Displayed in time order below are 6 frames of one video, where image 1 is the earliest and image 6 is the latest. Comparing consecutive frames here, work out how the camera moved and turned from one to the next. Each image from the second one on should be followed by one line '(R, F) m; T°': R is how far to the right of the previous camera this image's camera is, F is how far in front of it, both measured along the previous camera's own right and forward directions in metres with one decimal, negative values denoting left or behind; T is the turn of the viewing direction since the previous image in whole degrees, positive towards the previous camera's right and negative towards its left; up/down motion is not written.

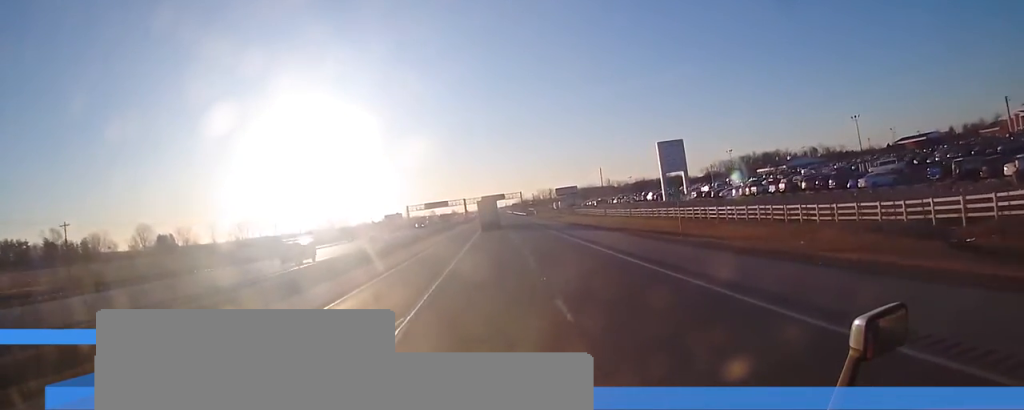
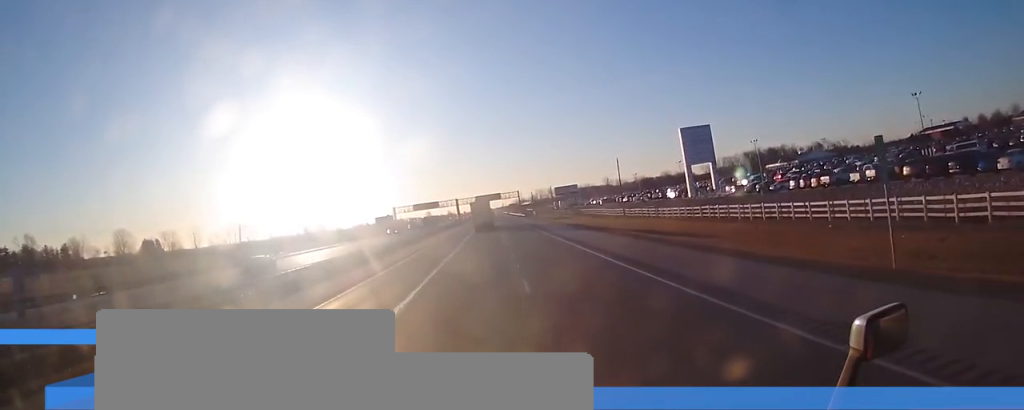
(-0.4, +19.3) m; 0°
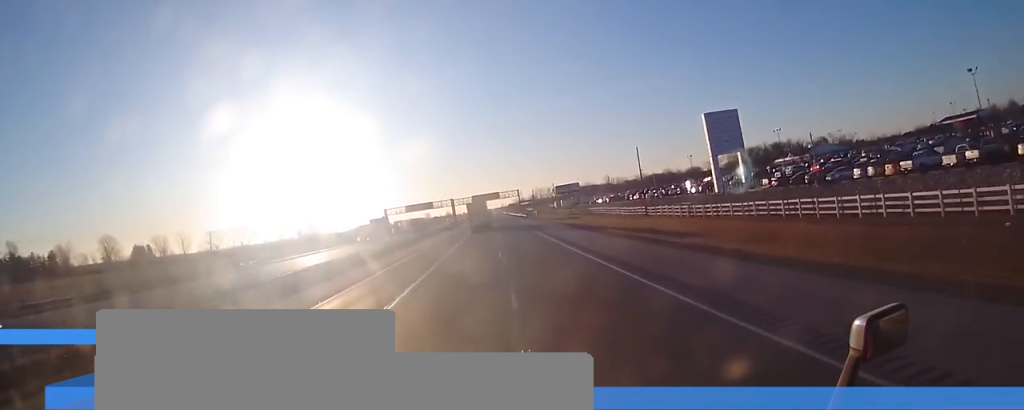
(+0.3, +14.5) m; +1°
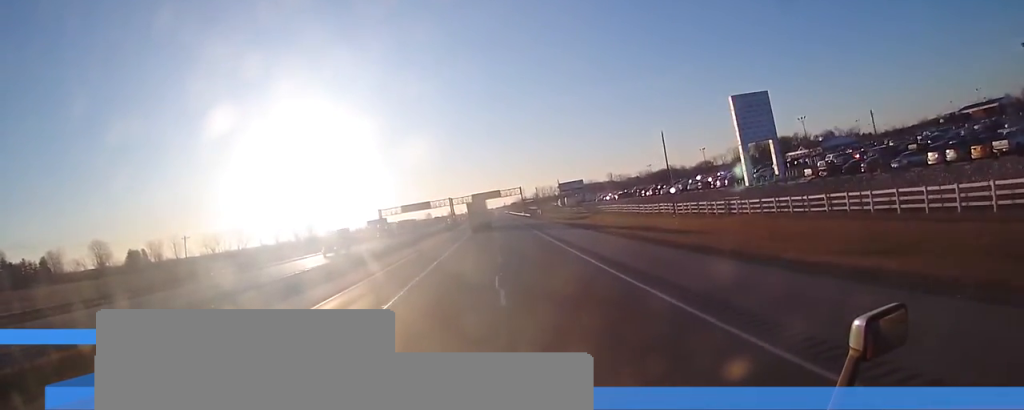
(0.0, +11.2) m; +1°
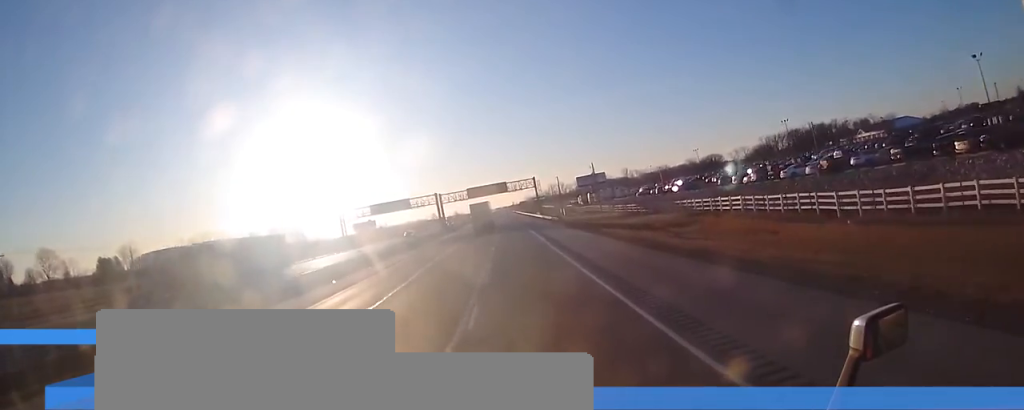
(+0.1, +49.8) m; -1°
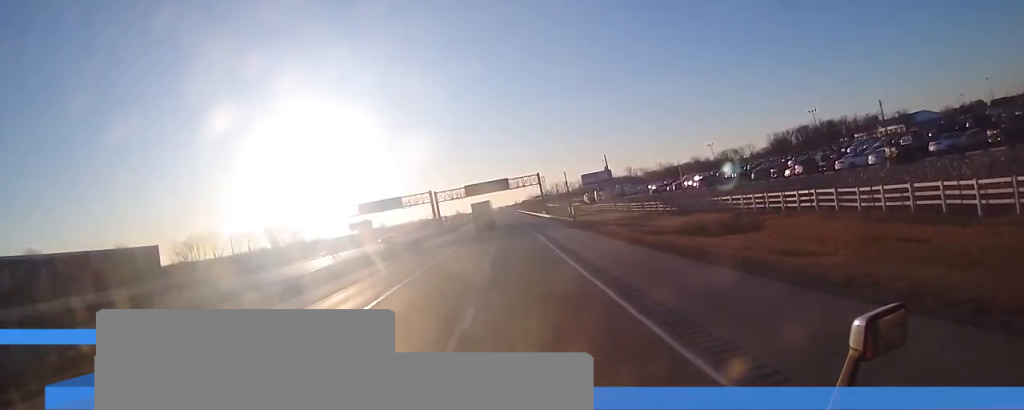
(-0.1, +12.1) m; 0°
